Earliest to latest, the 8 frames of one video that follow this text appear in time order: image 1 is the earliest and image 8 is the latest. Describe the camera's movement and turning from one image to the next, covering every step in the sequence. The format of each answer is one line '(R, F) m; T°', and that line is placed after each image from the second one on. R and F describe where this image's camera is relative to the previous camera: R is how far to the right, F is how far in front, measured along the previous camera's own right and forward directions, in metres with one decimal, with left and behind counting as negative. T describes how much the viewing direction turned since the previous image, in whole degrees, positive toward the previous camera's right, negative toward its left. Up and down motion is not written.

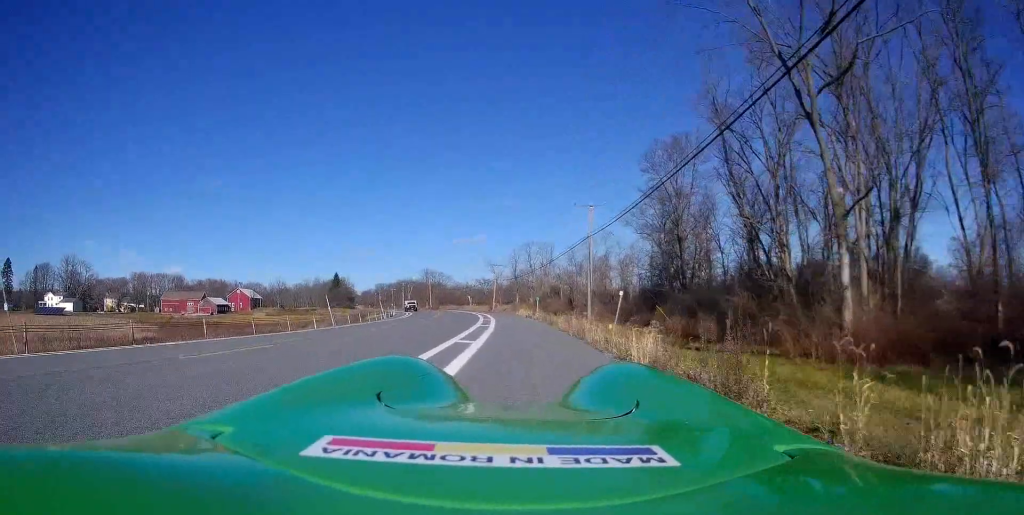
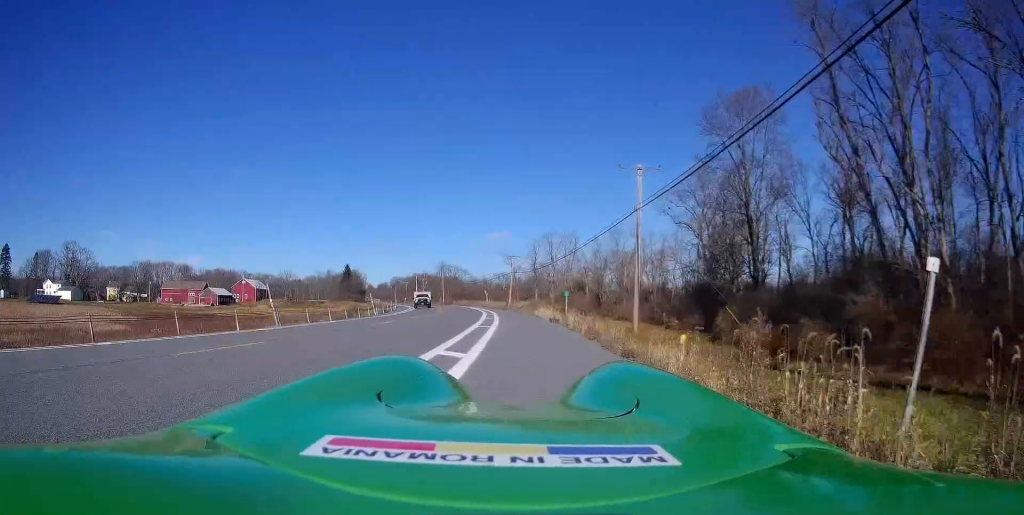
(-0.6, +12.3) m; -1°
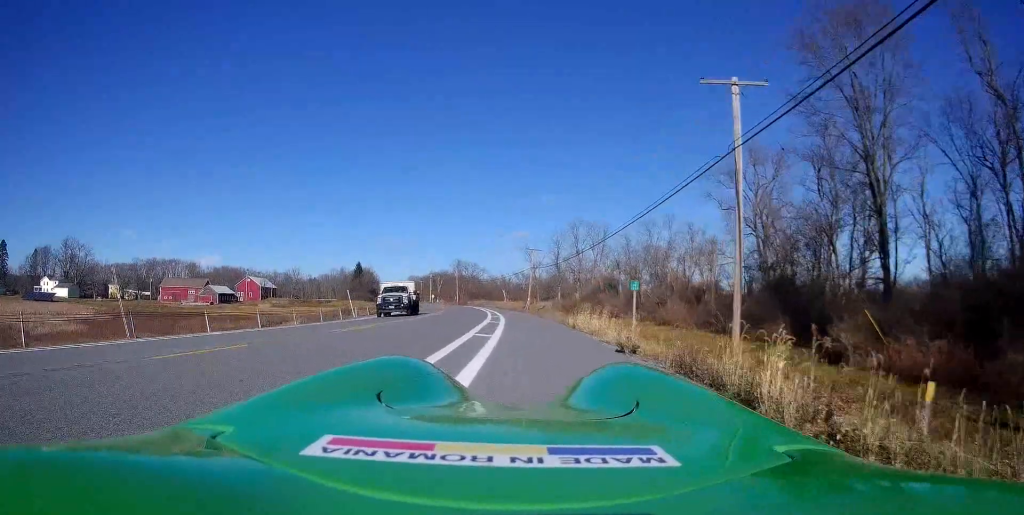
(+0.6, +13.6) m; +1°
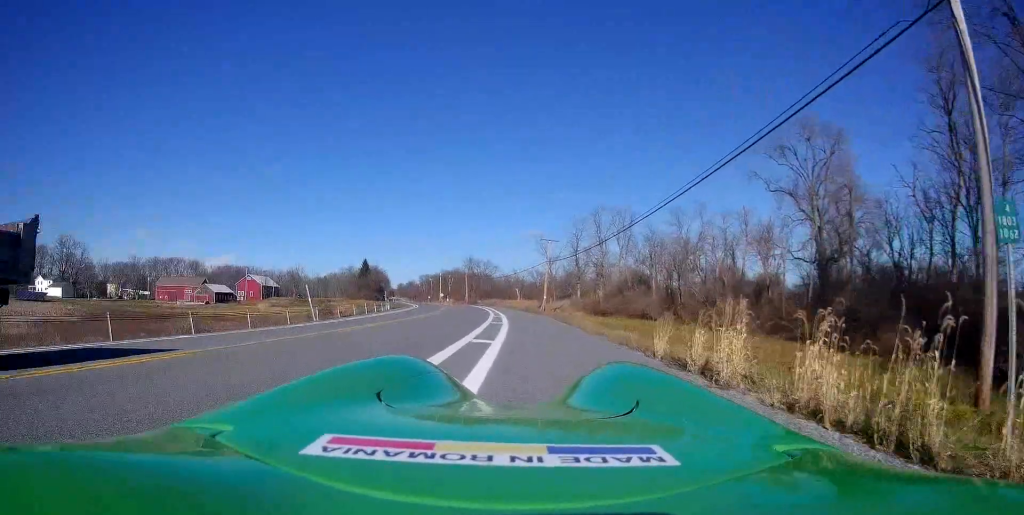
(-0.3, +11.6) m; -4°
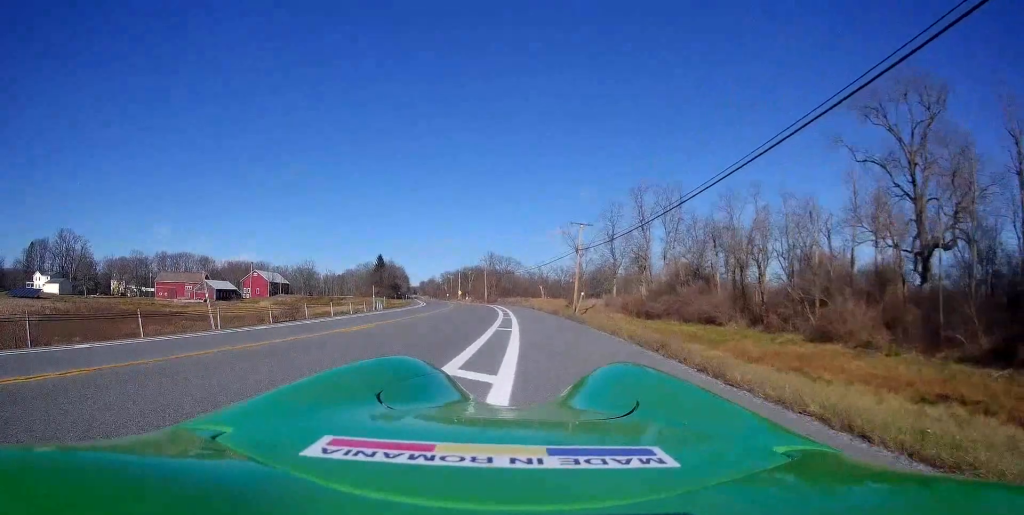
(-0.7, +14.0) m; -4°
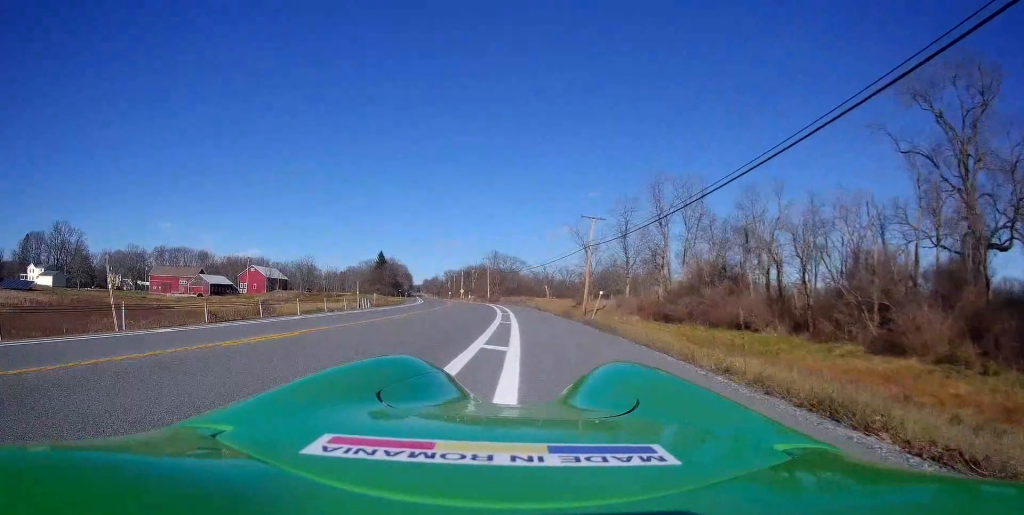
(-0.1, +6.0) m; +3°
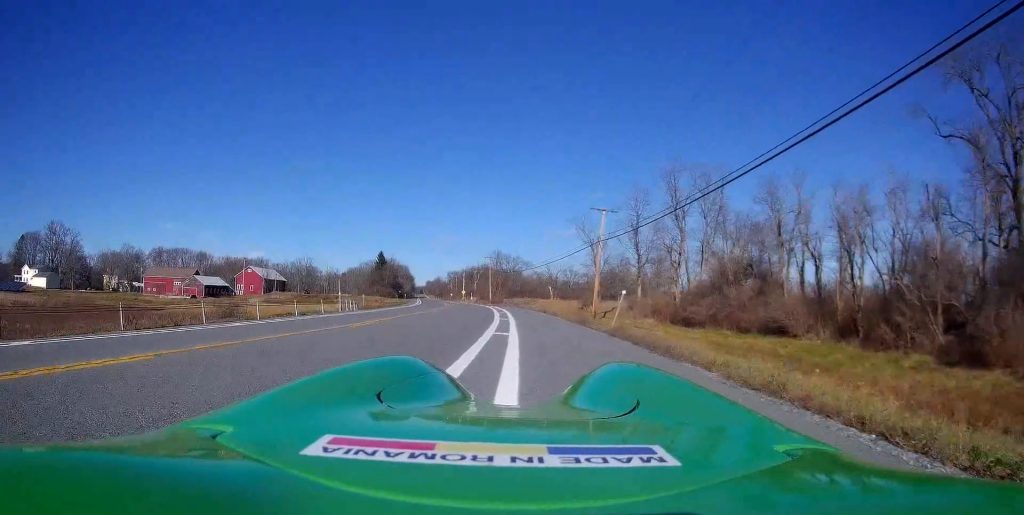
(+0.1, +5.2) m; +1°
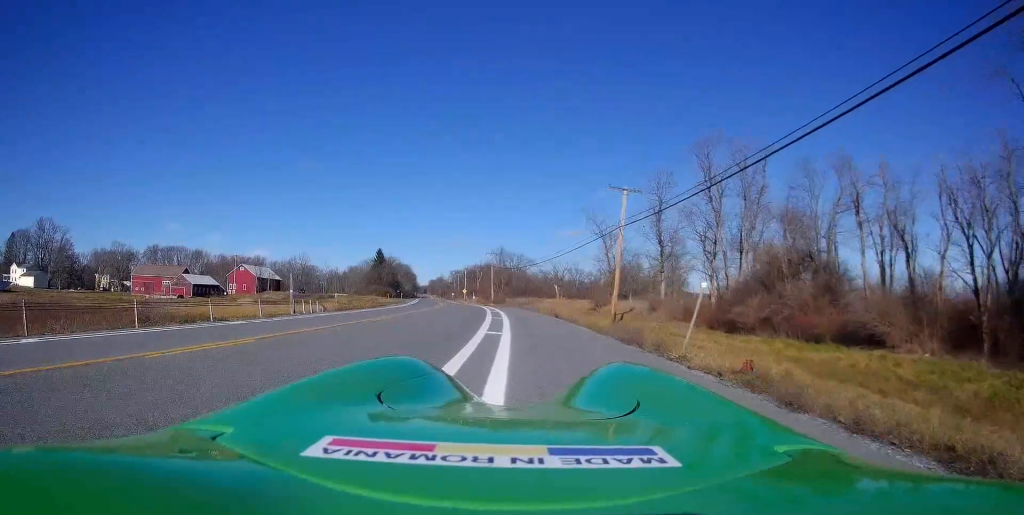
(+0.4, +8.8) m; -2°
